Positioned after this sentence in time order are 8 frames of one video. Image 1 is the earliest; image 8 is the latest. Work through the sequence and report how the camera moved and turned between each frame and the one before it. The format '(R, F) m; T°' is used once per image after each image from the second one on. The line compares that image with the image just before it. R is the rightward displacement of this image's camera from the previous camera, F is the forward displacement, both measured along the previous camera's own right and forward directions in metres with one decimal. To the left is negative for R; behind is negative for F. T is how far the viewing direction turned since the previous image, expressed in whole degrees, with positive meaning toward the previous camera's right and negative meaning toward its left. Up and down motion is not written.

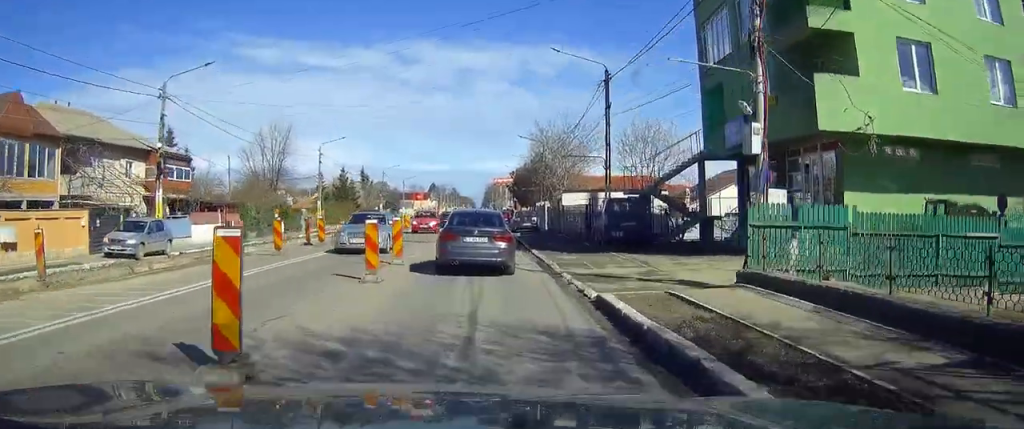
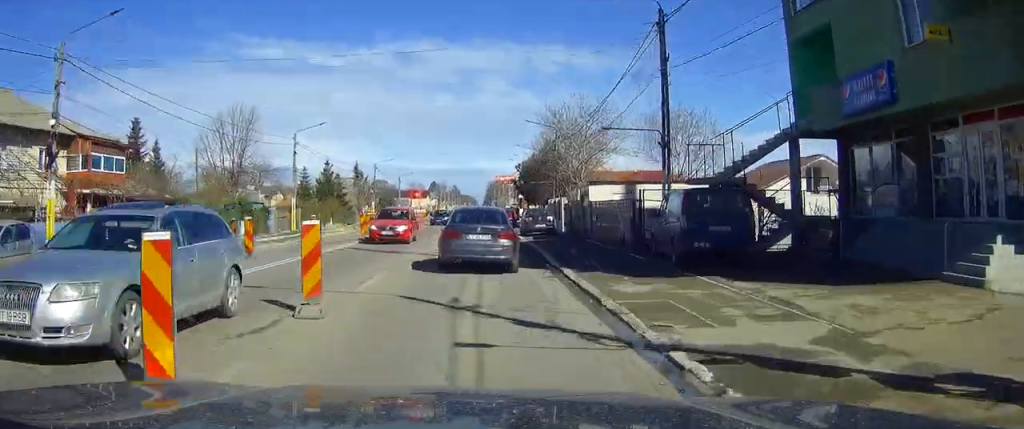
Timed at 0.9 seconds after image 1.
(0.0, +9.7) m; 0°
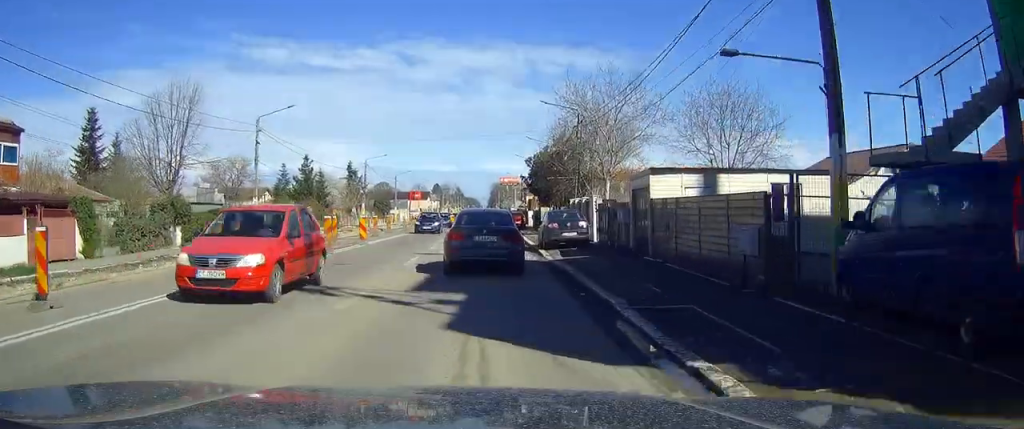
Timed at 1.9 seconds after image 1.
(0.0, +10.8) m; -1°
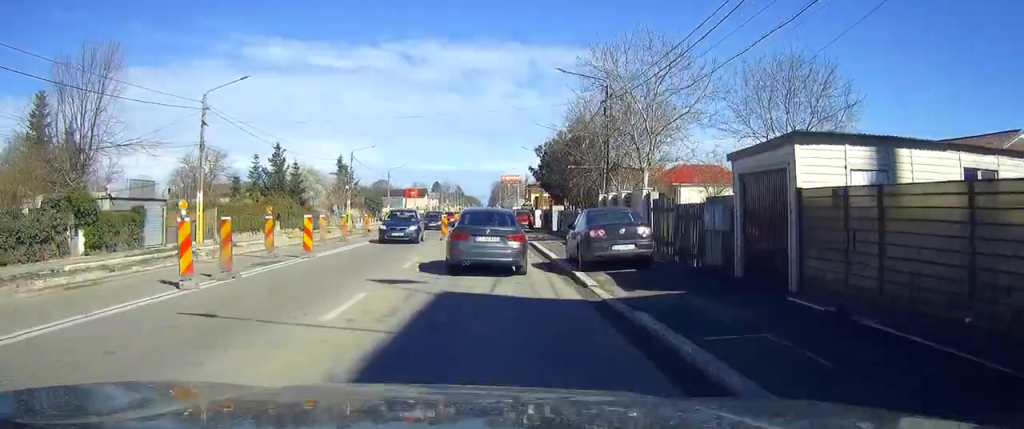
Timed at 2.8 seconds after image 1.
(-0.1, +9.9) m; 0°
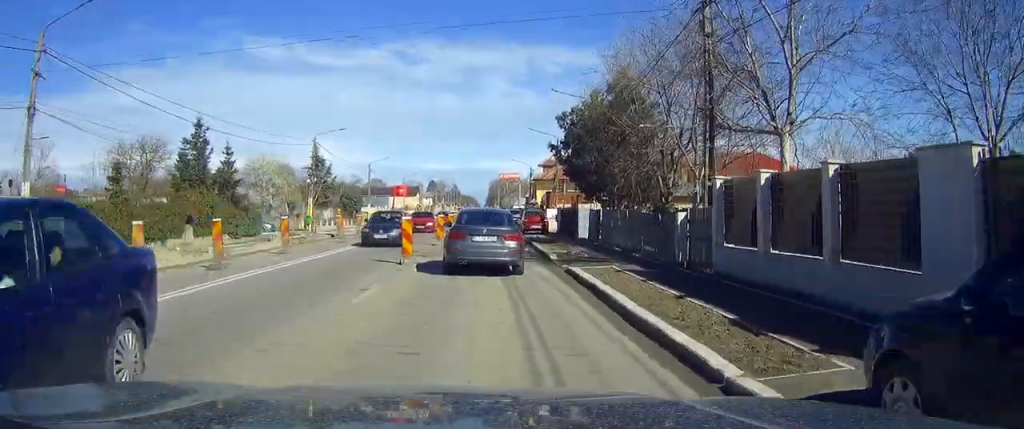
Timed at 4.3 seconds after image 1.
(+0.2, +16.4) m; +1°
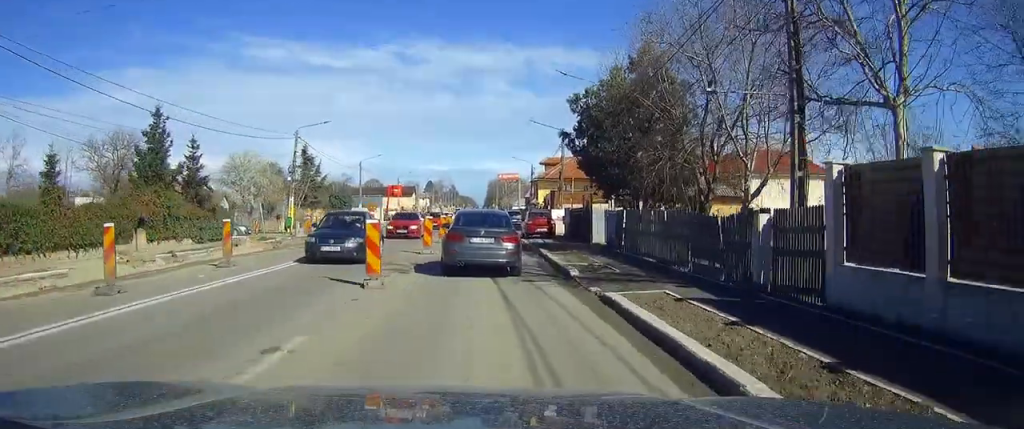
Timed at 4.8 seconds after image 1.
(0.0, +5.7) m; 0°
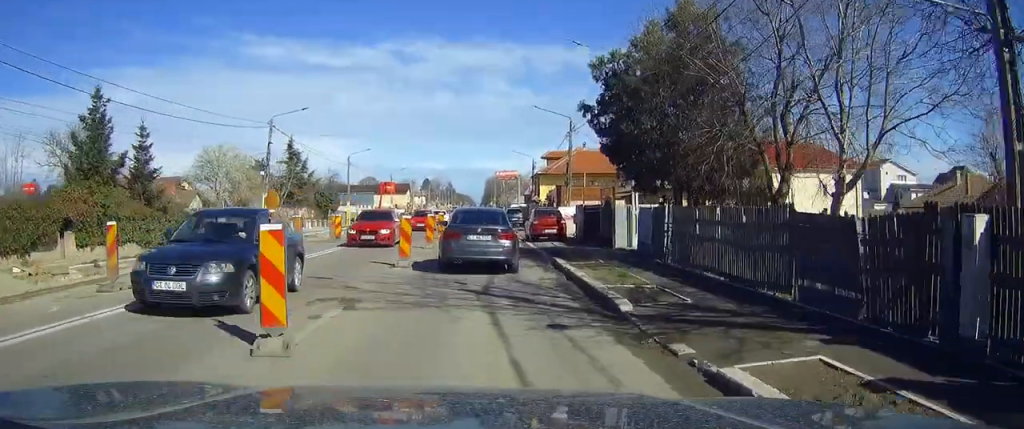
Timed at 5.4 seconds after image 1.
(+0.1, +6.4) m; 0°
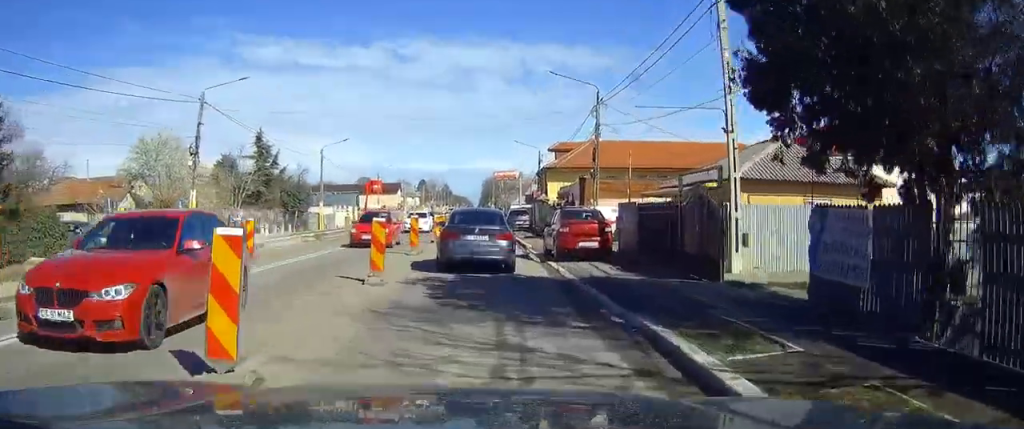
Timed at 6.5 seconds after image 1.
(0.0, +12.8) m; 0°
